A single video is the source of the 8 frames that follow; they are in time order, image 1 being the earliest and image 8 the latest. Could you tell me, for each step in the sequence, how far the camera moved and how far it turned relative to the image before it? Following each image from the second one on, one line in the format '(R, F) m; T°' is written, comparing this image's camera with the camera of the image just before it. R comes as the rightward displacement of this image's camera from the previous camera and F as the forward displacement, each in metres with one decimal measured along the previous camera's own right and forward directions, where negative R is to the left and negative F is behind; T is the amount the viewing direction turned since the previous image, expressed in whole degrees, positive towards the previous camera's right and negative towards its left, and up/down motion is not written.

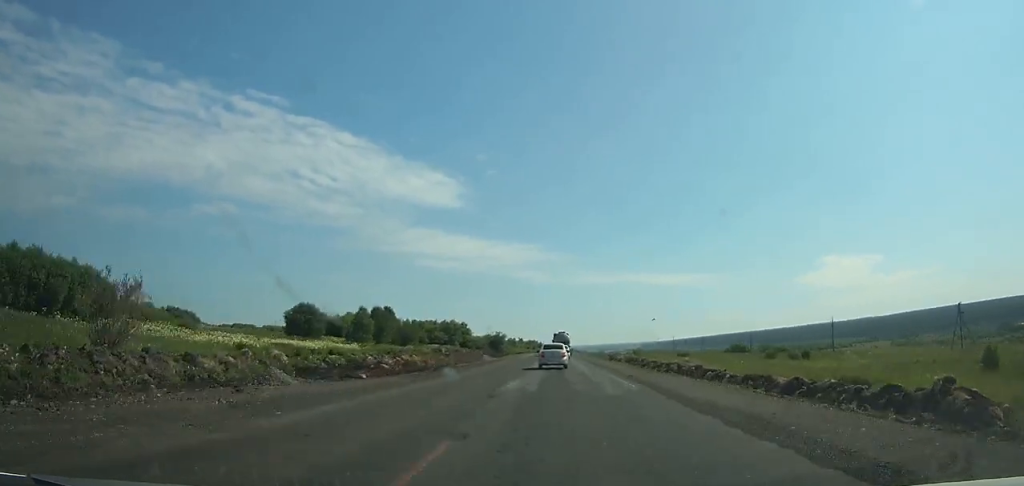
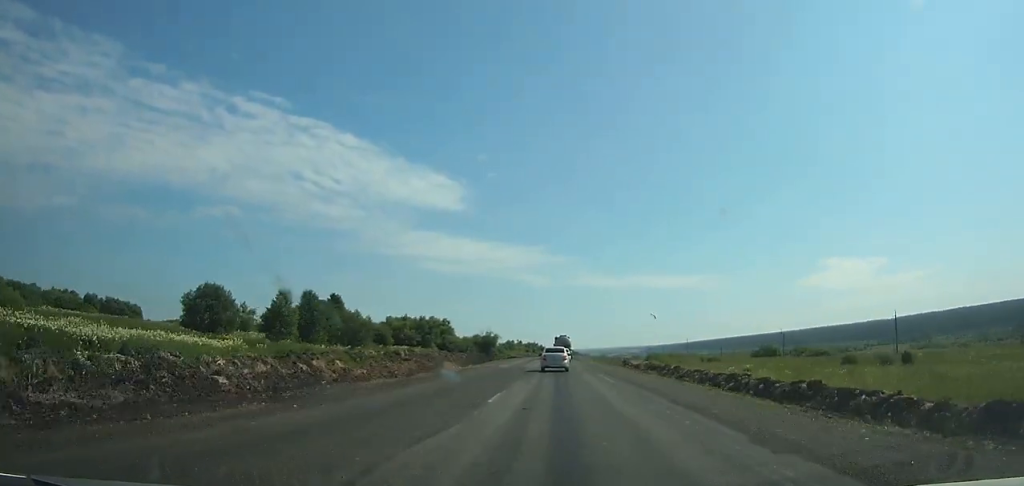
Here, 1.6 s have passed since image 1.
(+0.1, +28.2) m; 0°
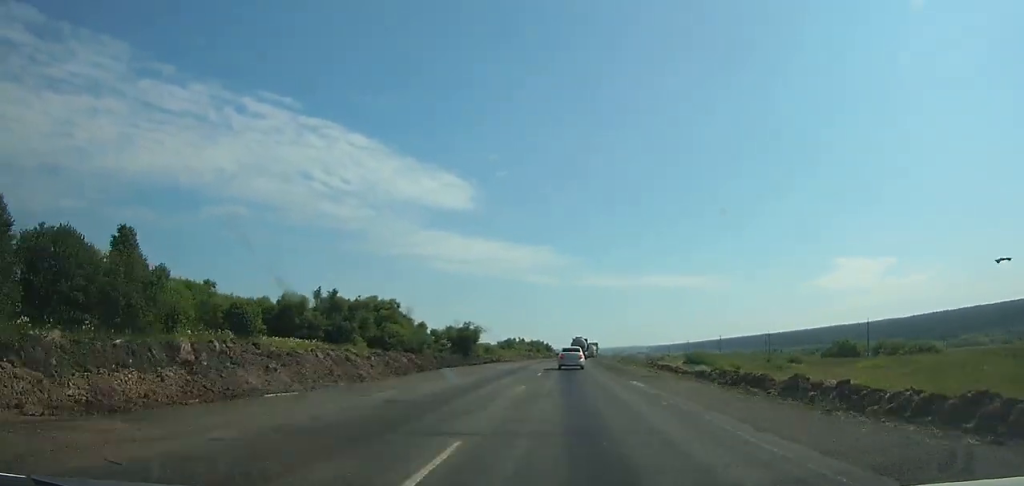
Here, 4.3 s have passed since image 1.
(-0.2, +46.5) m; 0°
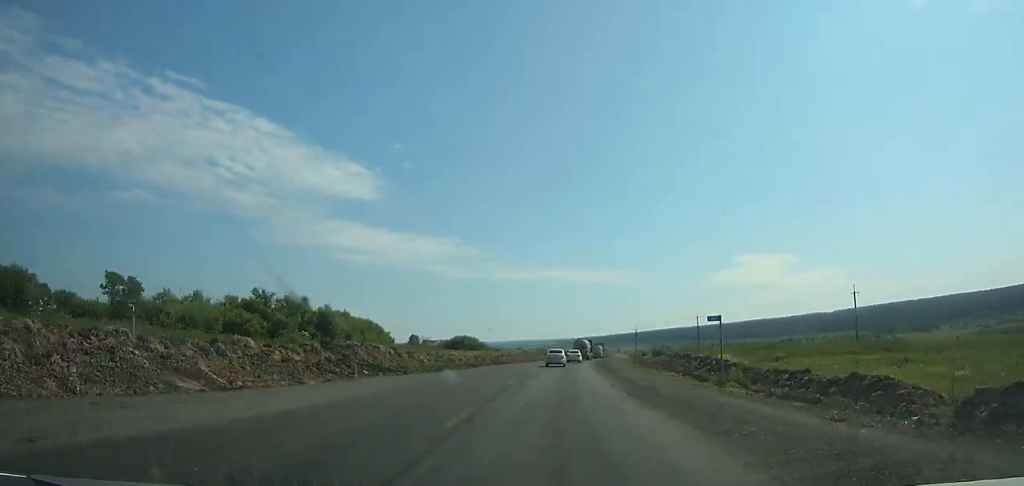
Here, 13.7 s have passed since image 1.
(+9.3, +165.8) m; +8°
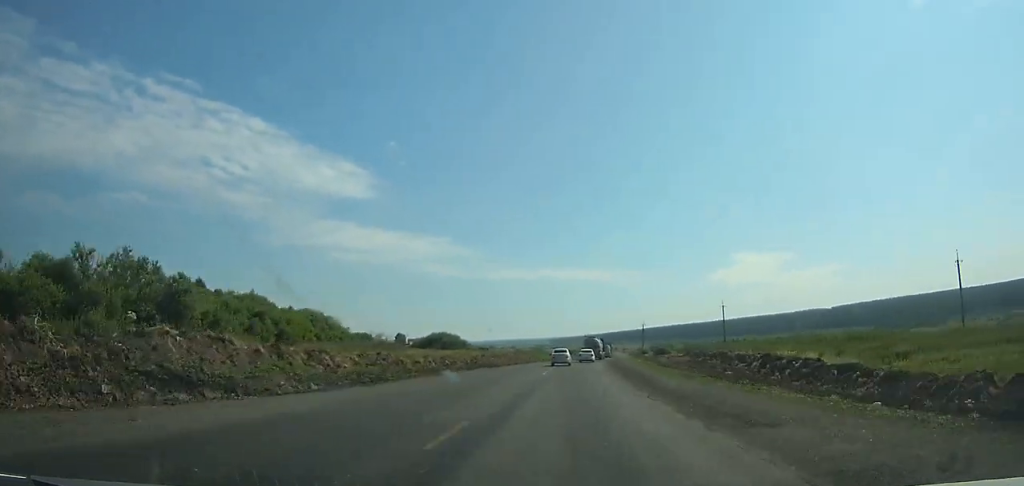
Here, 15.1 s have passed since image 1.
(+0.8, +26.4) m; +2°
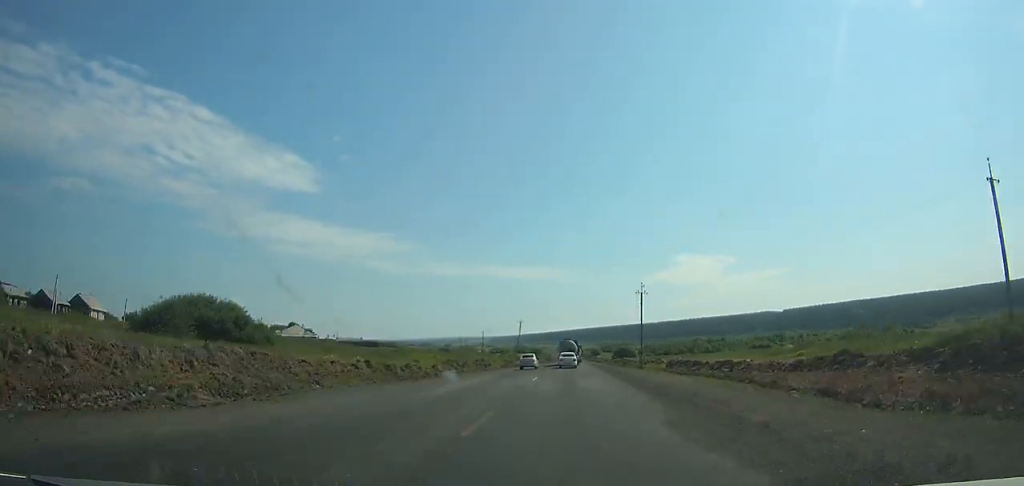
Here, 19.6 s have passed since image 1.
(+3.6, +85.8) m; +5°
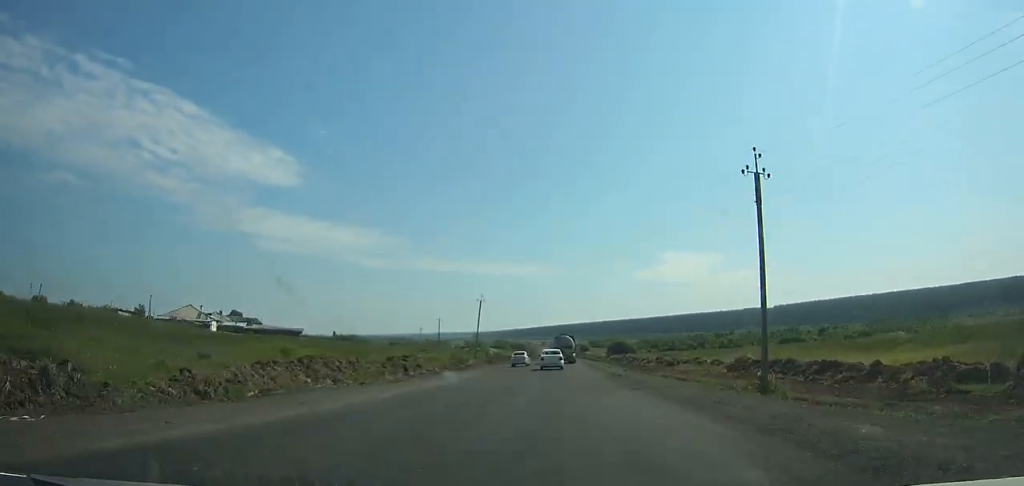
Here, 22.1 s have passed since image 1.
(+0.8, +47.9) m; +1°
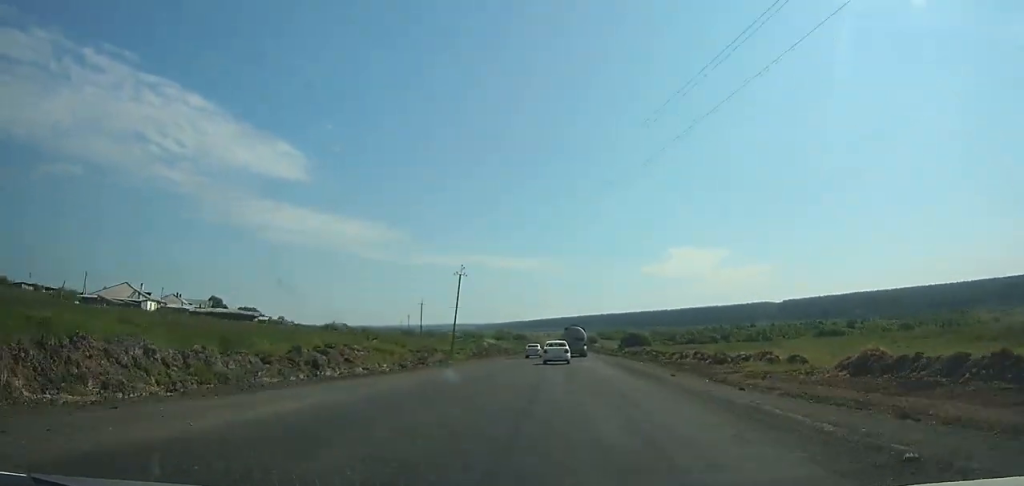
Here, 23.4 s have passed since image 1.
(+0.1, +24.5) m; 0°
